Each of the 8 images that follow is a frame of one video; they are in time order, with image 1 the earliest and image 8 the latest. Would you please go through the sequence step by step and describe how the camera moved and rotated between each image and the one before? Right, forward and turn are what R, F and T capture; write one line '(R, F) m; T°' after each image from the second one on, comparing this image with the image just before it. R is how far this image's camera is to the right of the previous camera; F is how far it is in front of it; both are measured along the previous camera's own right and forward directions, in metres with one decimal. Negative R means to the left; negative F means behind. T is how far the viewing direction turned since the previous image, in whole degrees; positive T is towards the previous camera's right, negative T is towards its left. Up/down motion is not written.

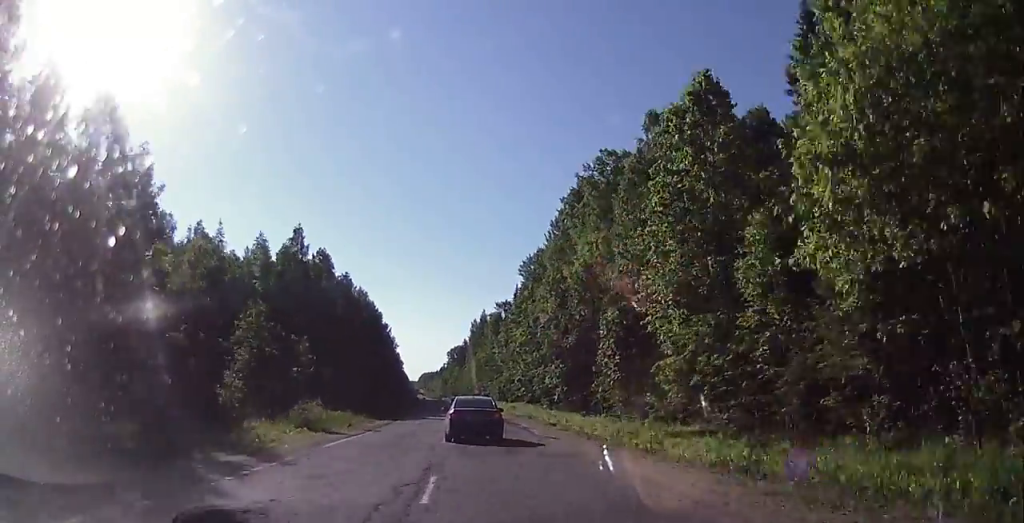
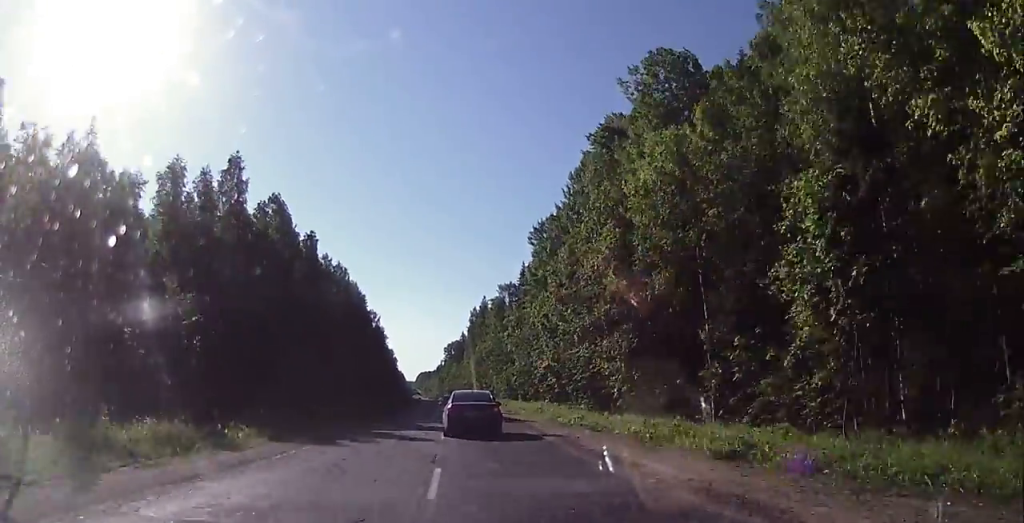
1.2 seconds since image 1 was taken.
(-0.2, +21.8) m; -2°
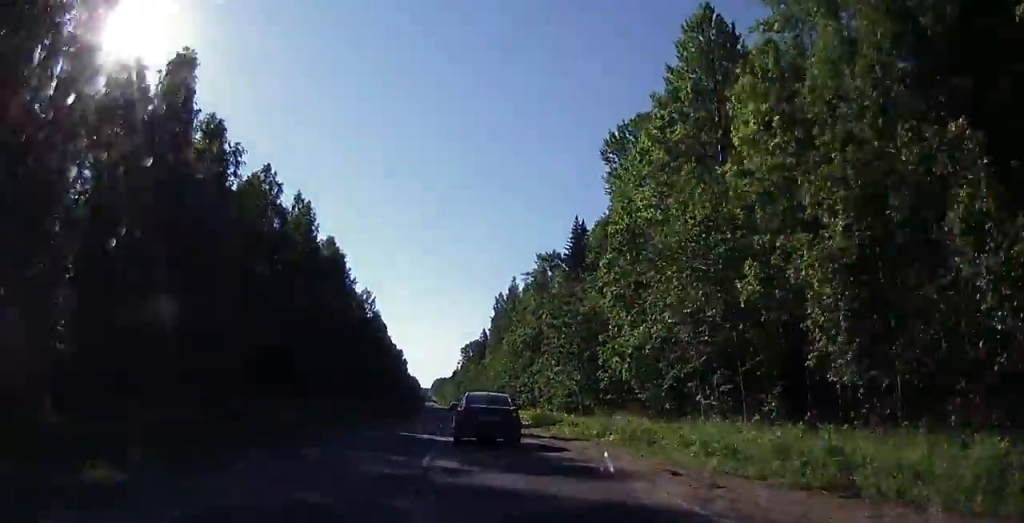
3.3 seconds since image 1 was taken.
(-0.3, +42.4) m; 0°
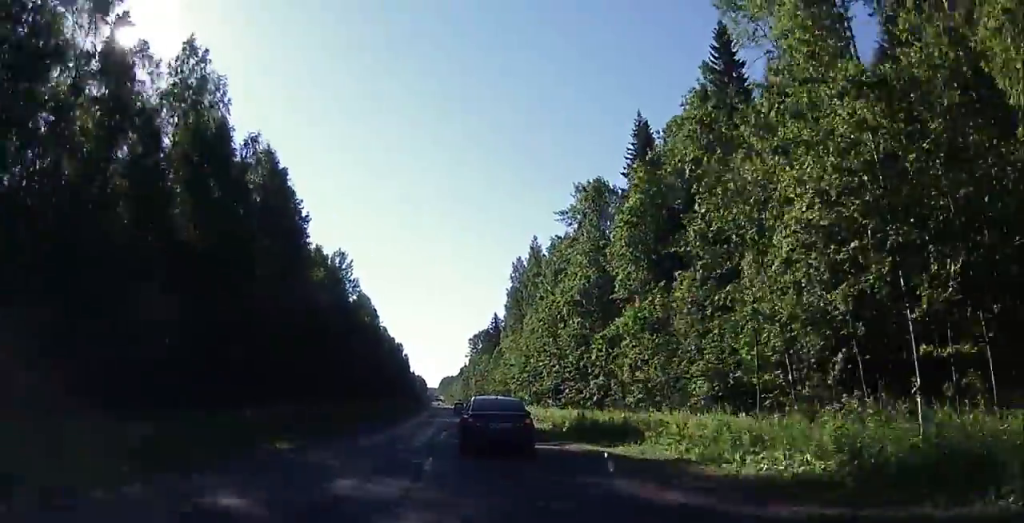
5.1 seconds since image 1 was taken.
(+0.2, +34.8) m; 0°
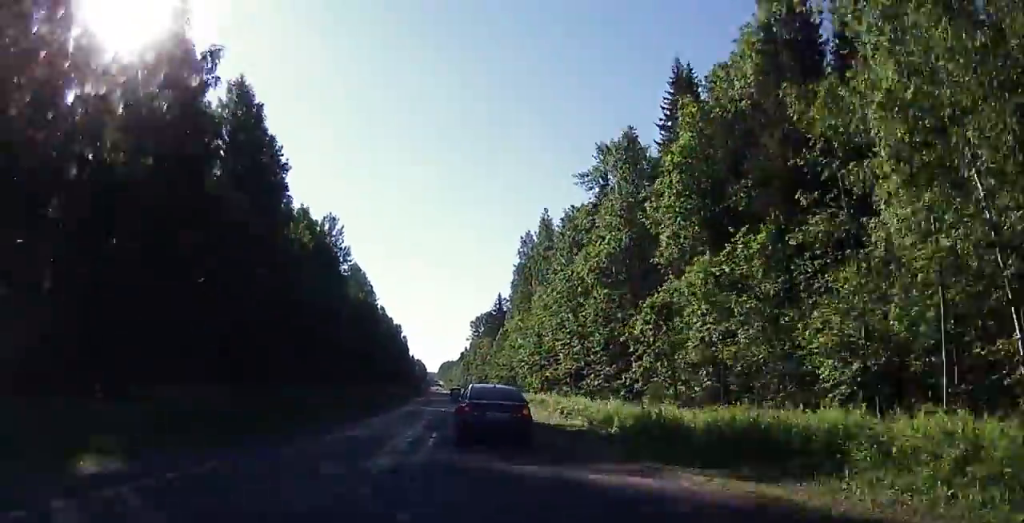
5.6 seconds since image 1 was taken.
(0.0, +10.5) m; 0°
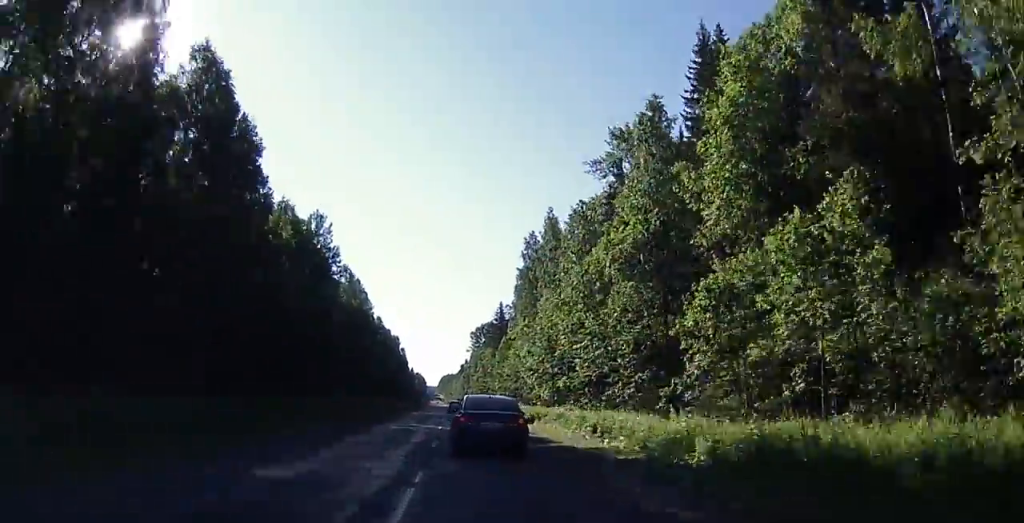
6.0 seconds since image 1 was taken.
(0.0, +7.8) m; 0°
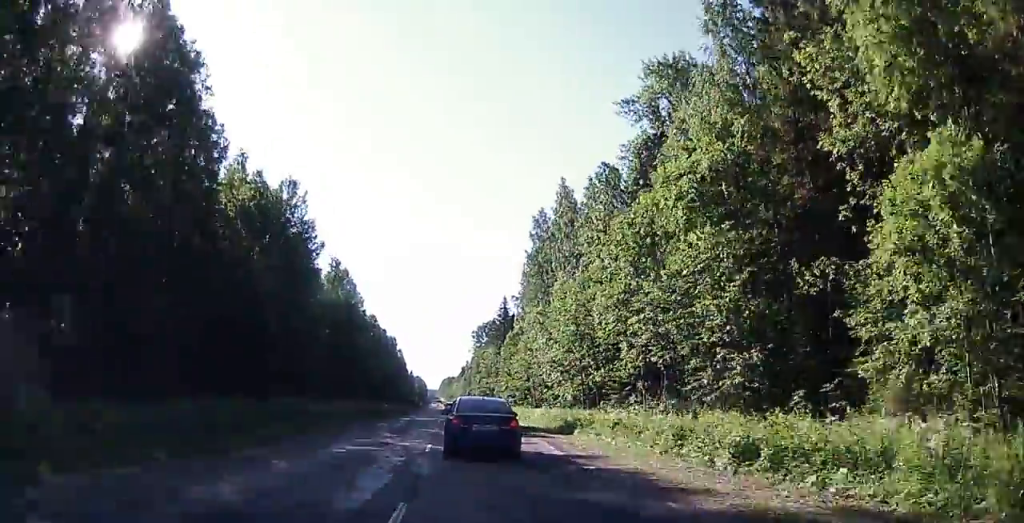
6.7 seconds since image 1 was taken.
(-0.1, +13.6) m; -1°
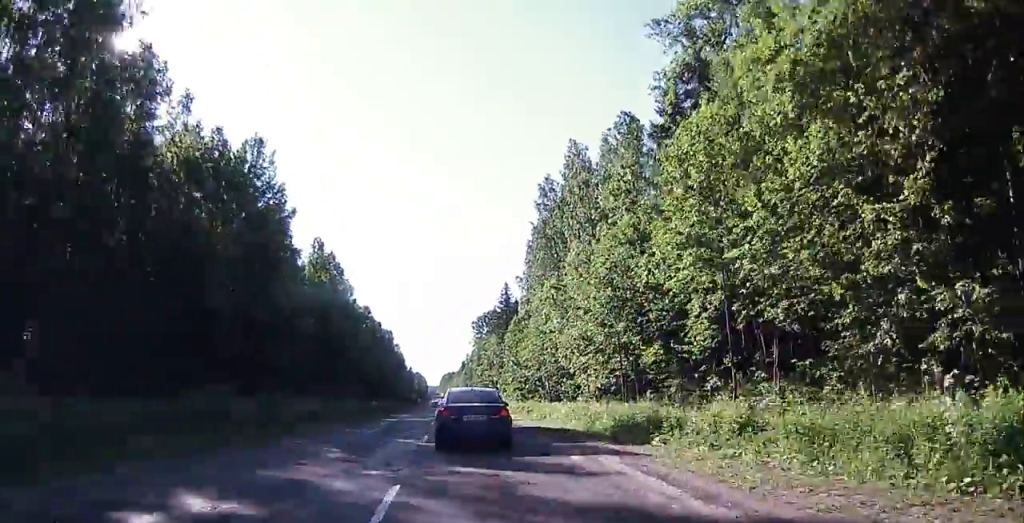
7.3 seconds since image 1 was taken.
(0.0, +11.0) m; -1°
